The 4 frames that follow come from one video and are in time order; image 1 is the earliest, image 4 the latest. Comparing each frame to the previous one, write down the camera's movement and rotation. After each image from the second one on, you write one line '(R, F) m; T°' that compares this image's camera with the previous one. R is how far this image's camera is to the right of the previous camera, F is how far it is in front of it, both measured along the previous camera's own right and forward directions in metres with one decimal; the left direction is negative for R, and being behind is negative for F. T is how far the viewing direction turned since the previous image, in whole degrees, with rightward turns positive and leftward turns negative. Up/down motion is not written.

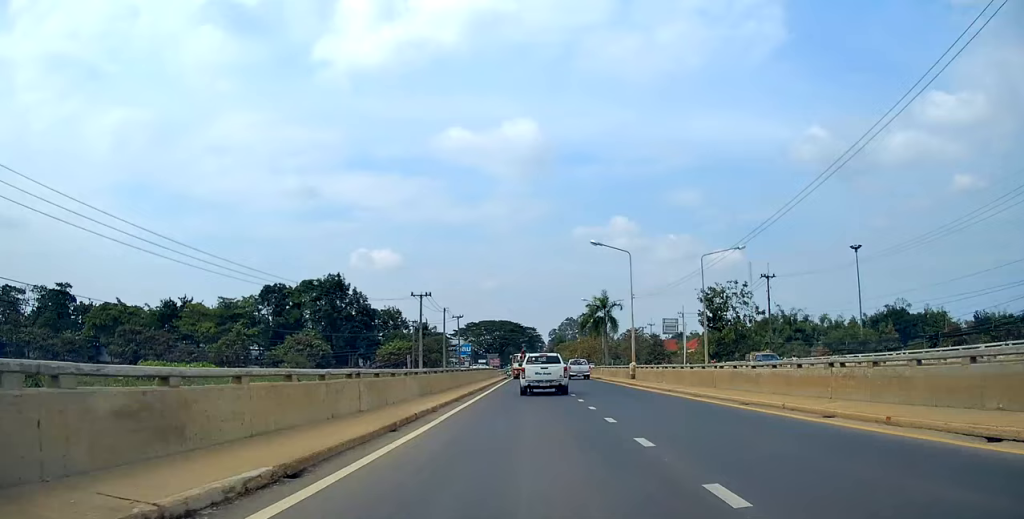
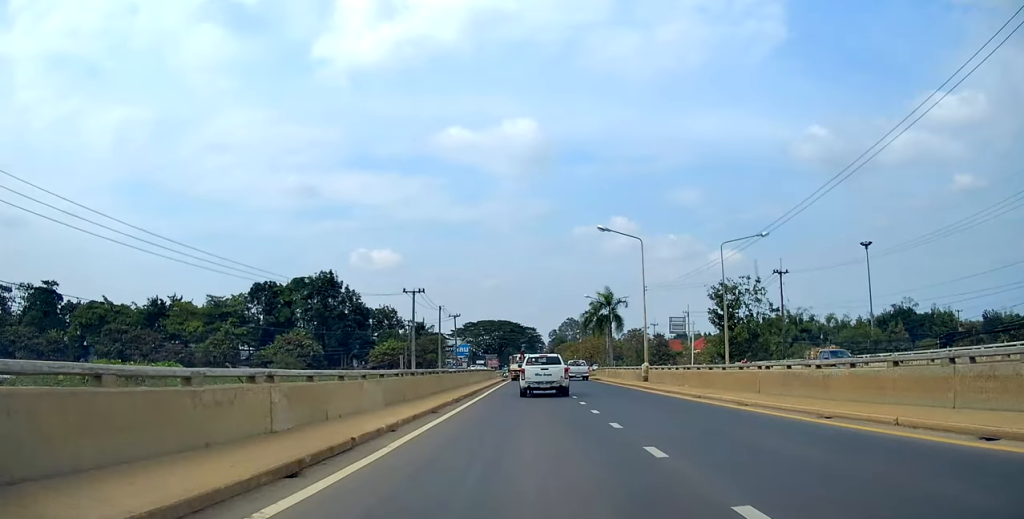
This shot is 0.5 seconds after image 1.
(0.0, +5.3) m; 0°
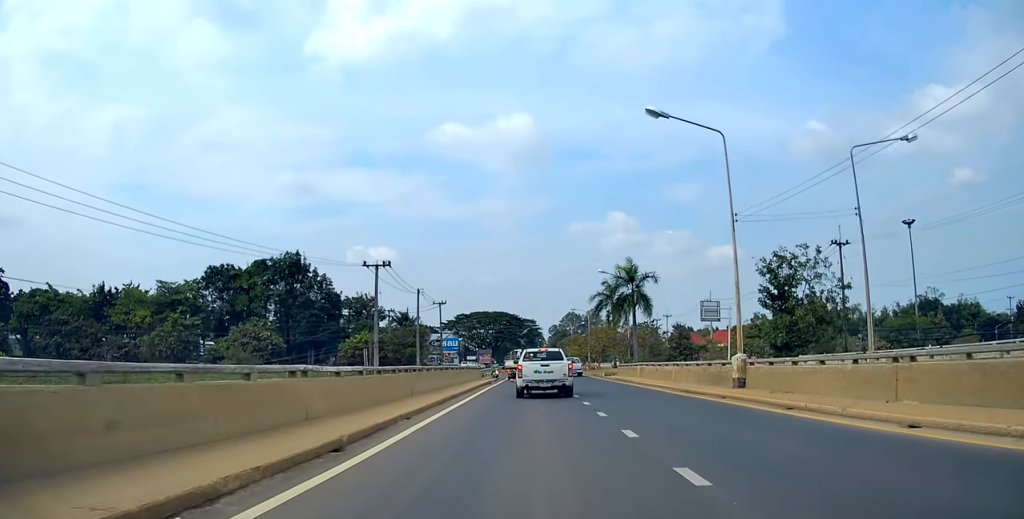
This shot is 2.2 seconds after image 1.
(+1.1, +19.1) m; +4°
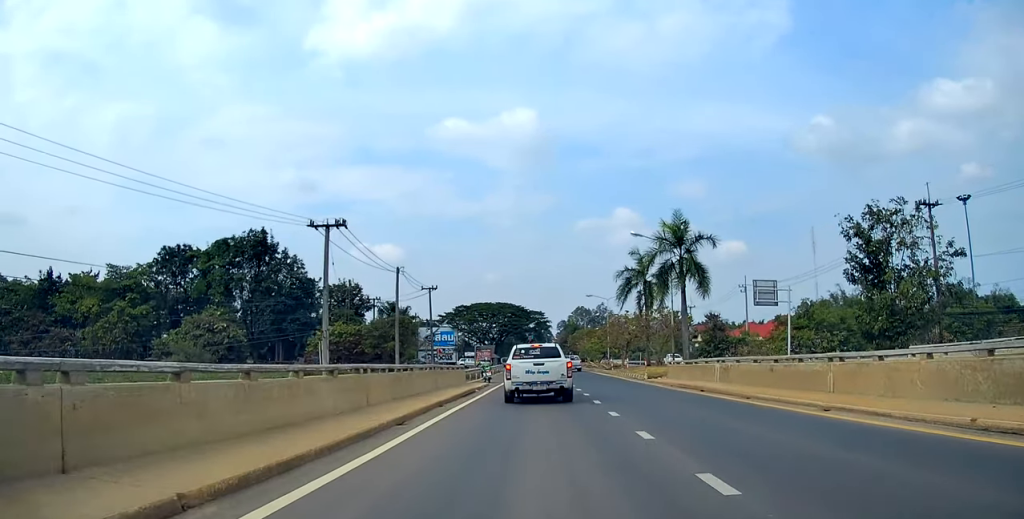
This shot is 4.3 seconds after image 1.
(-0.1, +18.7) m; +3°
